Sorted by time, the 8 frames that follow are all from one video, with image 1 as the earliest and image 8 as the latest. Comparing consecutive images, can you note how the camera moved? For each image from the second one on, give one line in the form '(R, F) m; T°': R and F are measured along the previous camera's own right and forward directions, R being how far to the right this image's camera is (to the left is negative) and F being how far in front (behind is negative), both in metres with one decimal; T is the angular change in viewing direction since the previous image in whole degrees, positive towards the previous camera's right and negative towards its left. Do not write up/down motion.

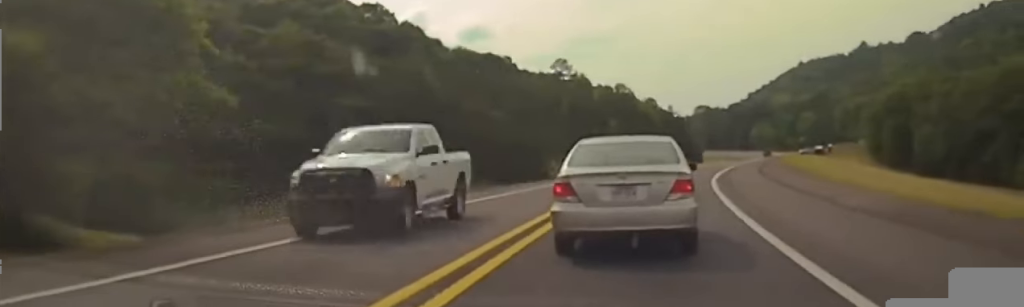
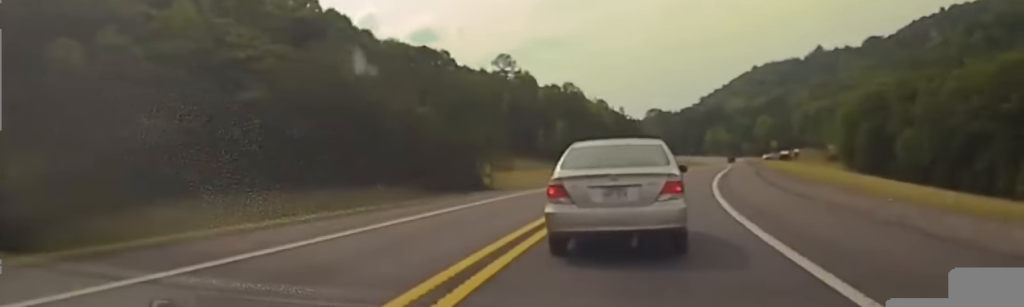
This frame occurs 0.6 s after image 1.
(+0.5, +19.5) m; +1°
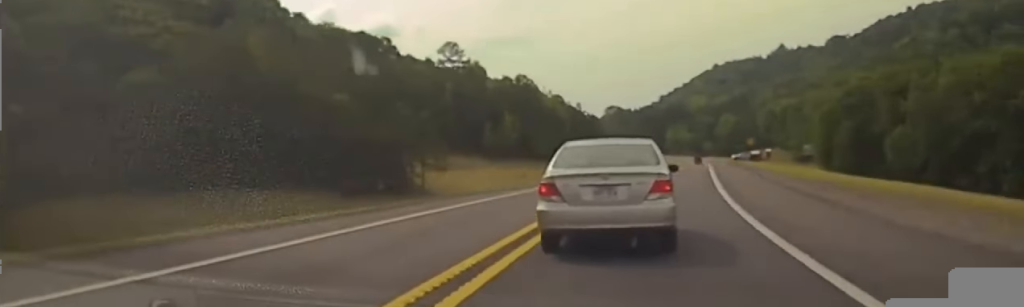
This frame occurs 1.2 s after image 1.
(0.0, +17.1) m; 0°
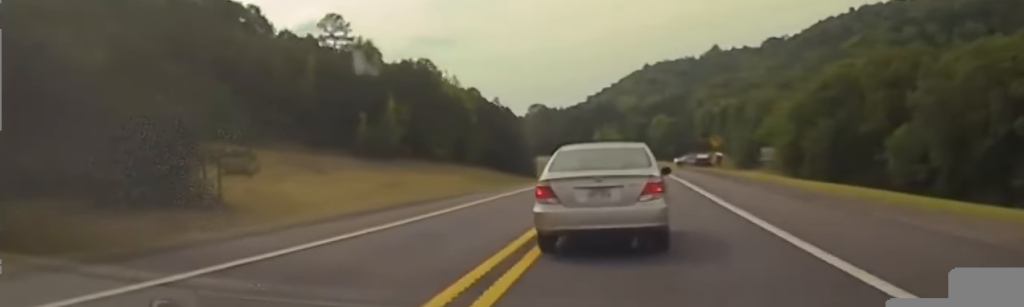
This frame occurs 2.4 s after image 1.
(0.0, +35.2) m; 0°
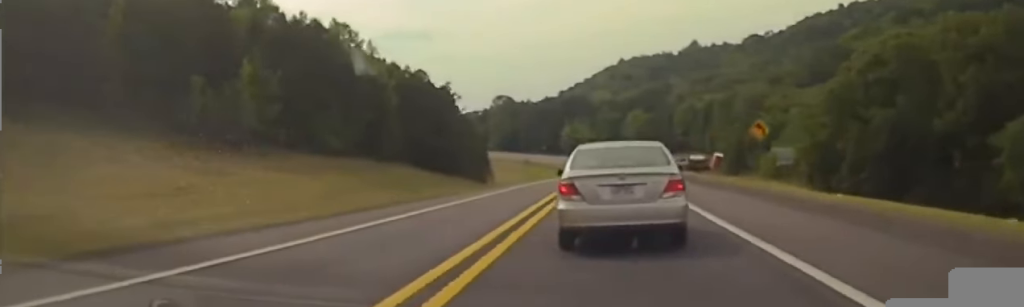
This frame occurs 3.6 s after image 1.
(+0.4, +38.4) m; +2°
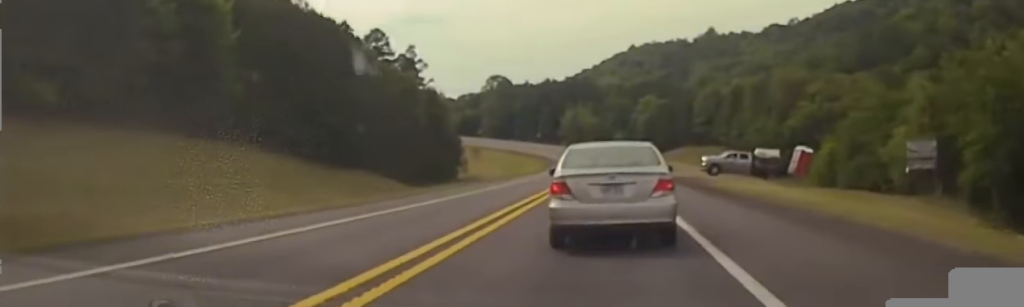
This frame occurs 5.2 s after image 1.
(+1.1, +51.3) m; +1°
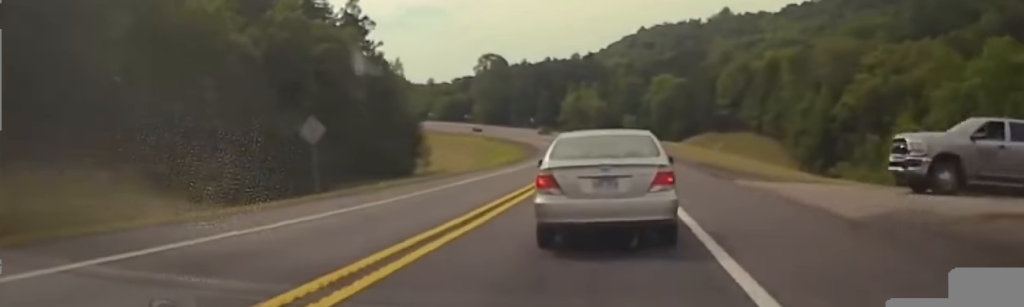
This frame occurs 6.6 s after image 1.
(-0.5, +44.6) m; -1°
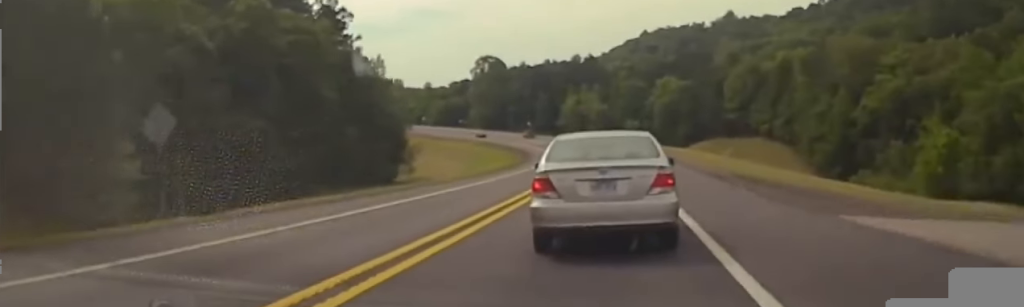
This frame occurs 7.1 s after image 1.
(-0.1, +14.2) m; 0°
